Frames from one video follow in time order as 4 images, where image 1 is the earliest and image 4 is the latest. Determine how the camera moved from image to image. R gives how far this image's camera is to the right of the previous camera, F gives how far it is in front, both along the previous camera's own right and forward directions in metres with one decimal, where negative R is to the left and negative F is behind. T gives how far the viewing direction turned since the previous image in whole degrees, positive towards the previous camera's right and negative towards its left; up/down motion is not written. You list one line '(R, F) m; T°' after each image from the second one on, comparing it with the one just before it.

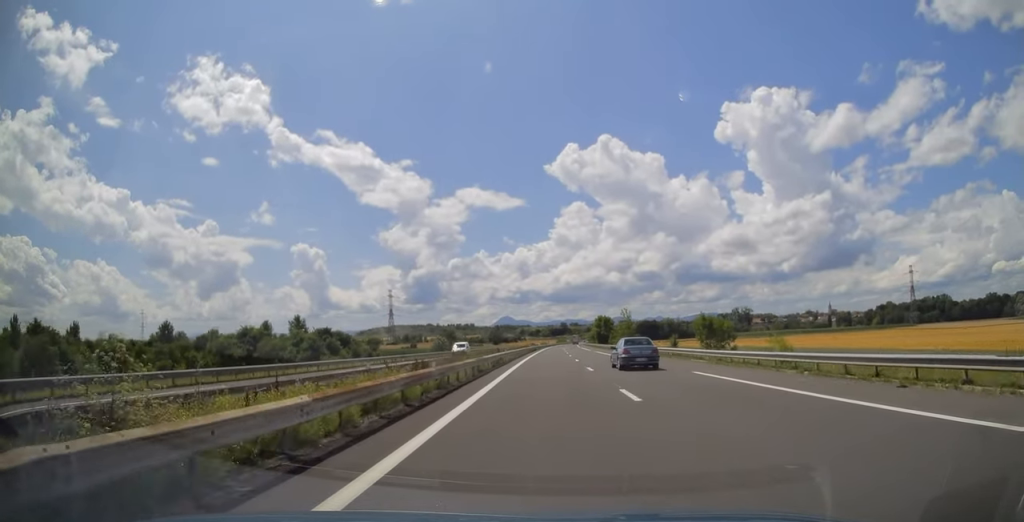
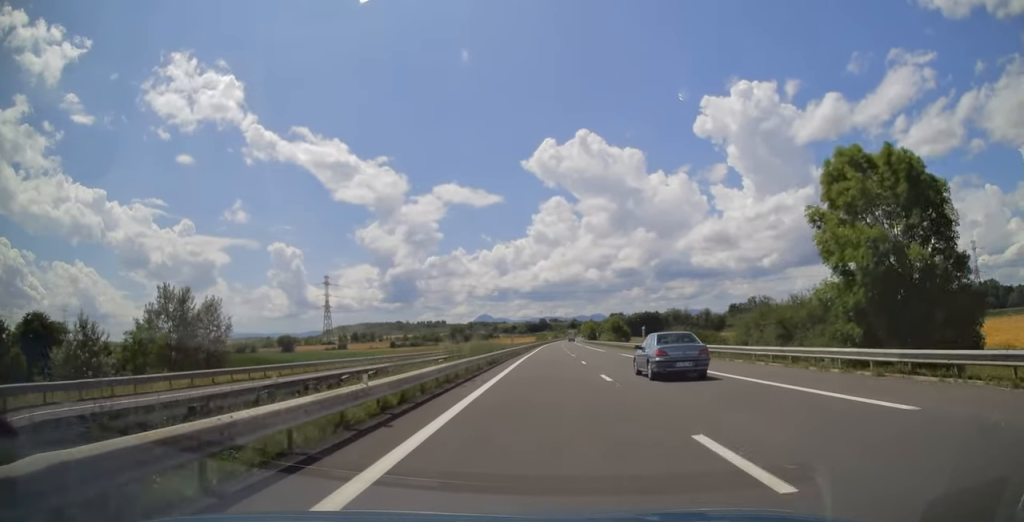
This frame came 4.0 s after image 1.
(+2.8, +129.4) m; +2°
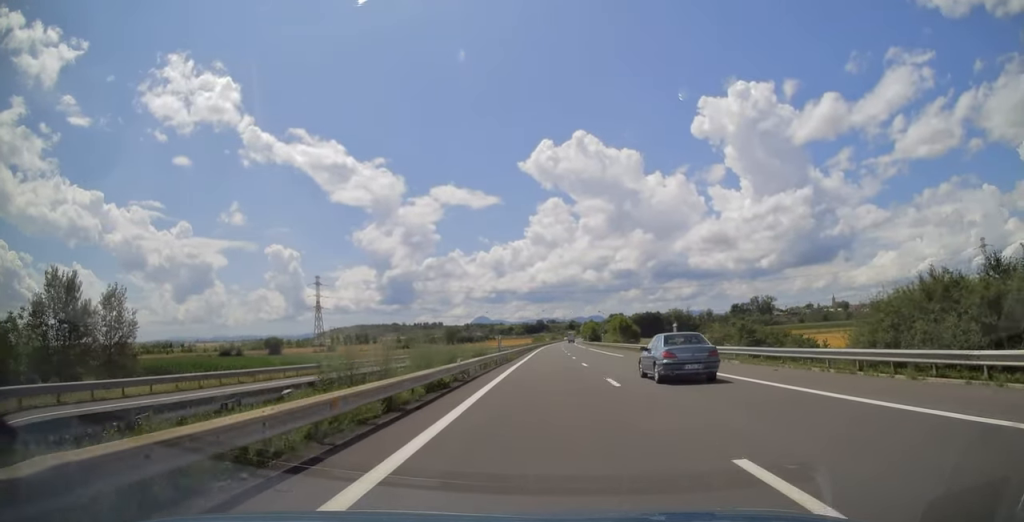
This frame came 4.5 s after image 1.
(-0.2, +15.1) m; 0°
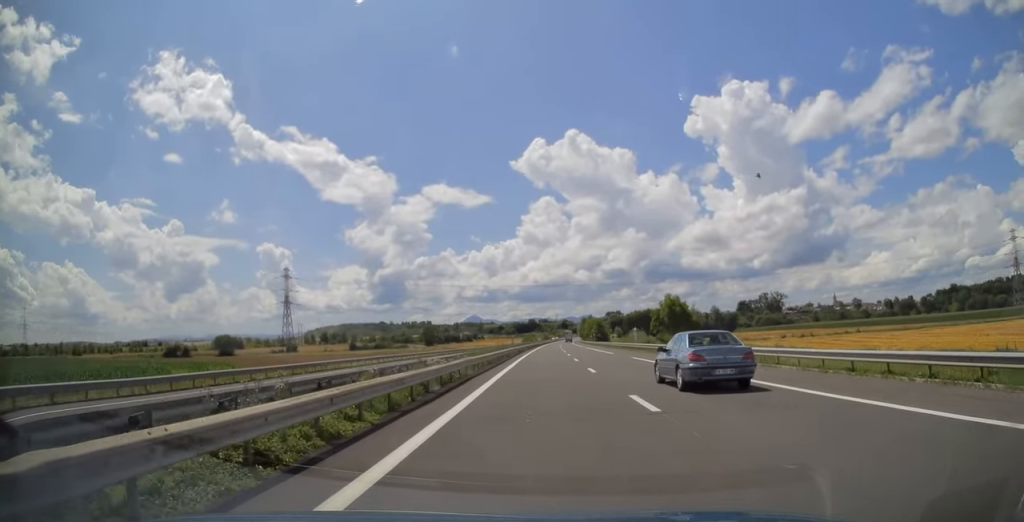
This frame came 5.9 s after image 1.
(+0.5, +45.7) m; +1°
